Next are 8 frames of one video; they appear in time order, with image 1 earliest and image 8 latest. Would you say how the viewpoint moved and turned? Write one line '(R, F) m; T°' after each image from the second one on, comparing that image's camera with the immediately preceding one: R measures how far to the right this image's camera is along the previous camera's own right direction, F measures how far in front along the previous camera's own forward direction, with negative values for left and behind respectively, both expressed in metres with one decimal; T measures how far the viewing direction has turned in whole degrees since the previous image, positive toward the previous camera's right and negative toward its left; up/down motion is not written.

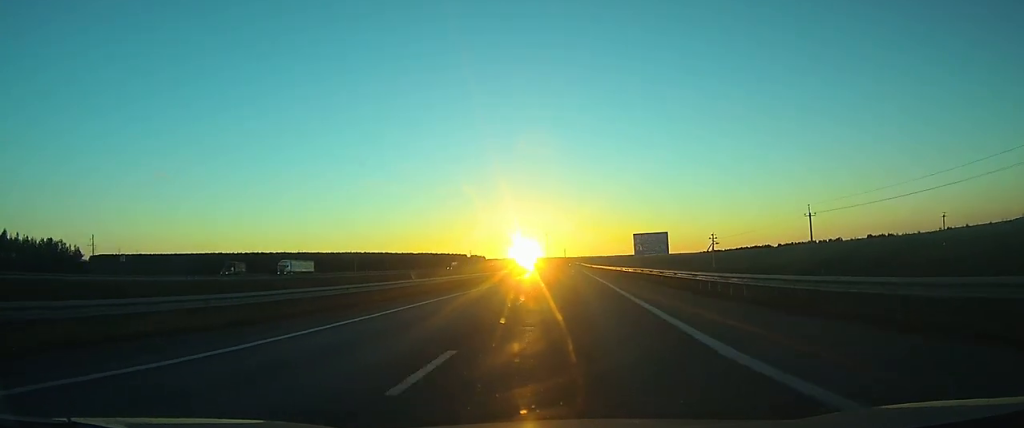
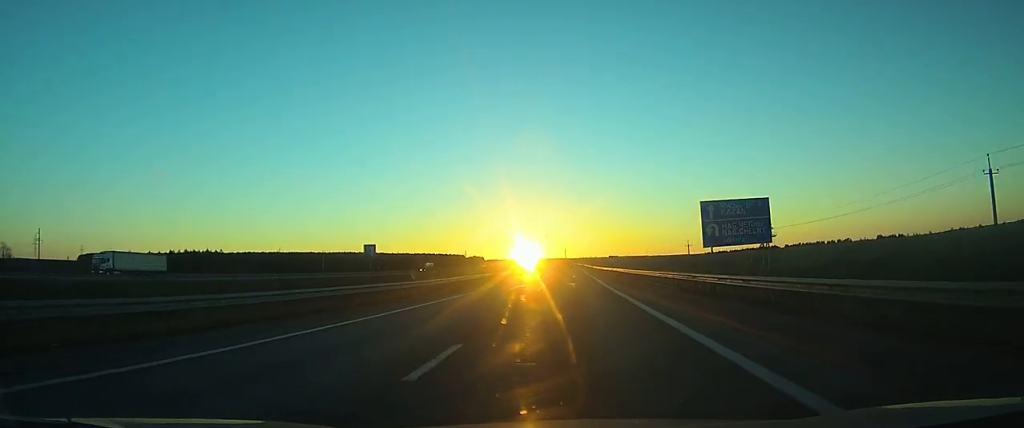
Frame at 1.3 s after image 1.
(-0.1, +36.1) m; 0°
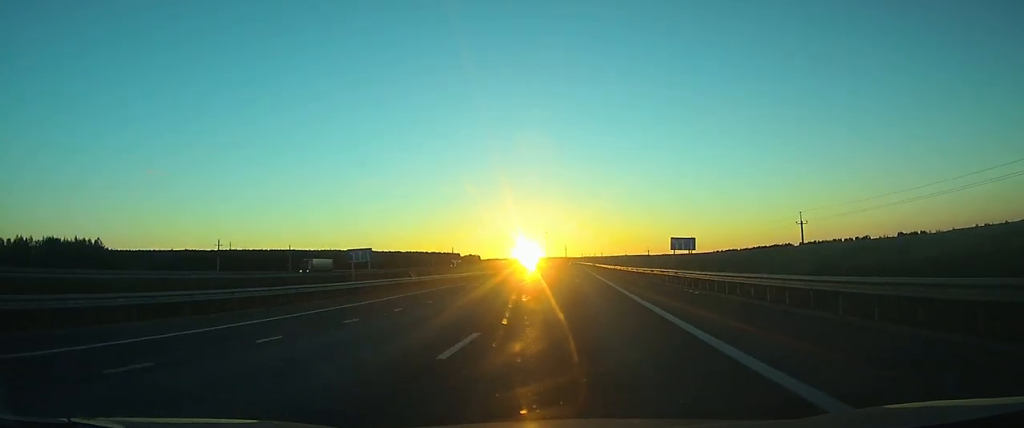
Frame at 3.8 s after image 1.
(-0.1, +71.4) m; 0°
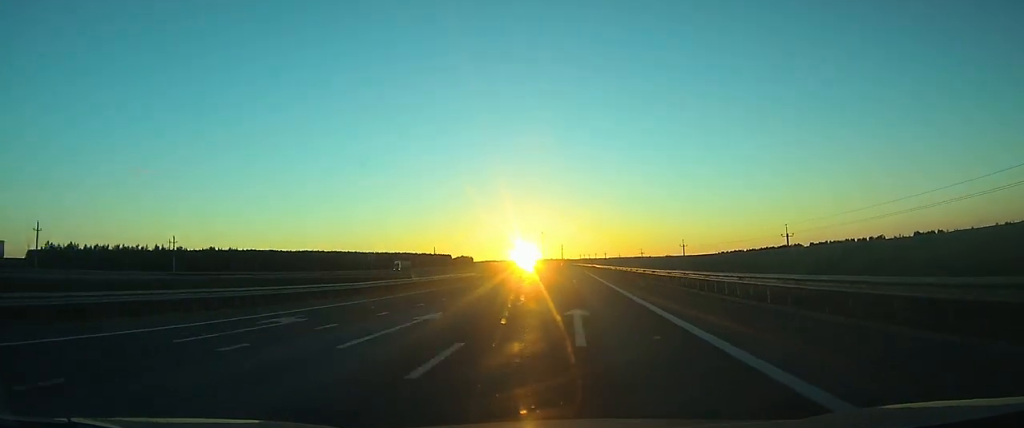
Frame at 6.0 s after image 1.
(+0.1, +60.9) m; 0°
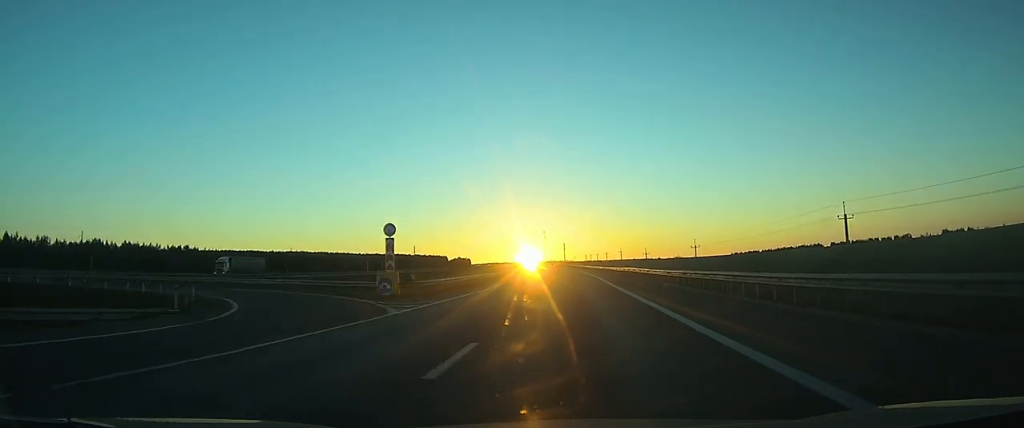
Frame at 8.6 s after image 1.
(+0.1, +70.6) m; 0°
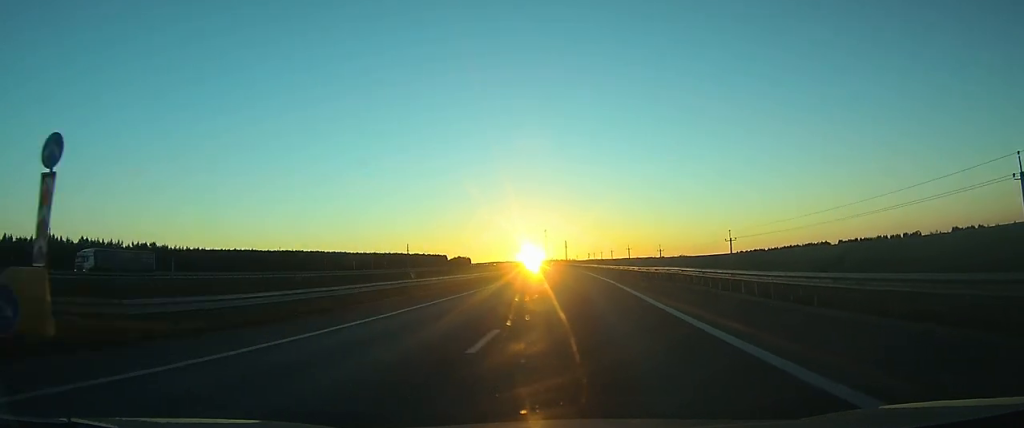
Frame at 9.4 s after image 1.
(0.0, +21.4) m; 0°
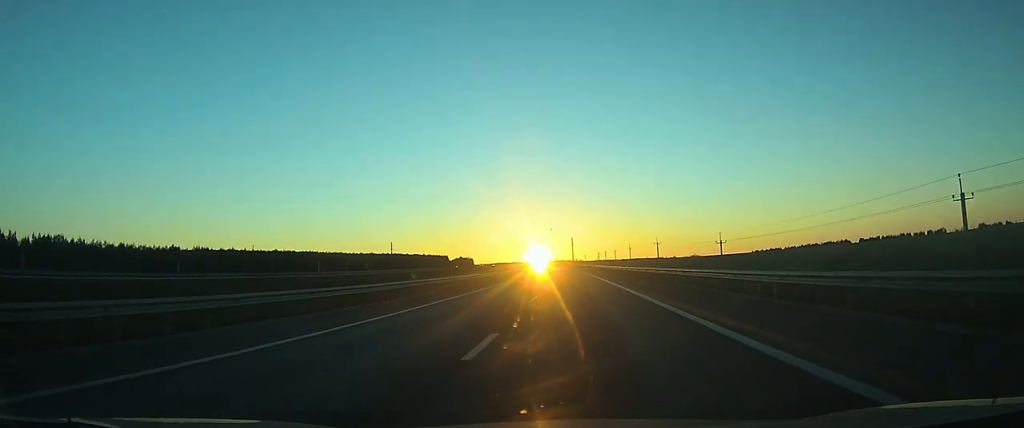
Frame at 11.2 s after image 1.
(-0.2, +47.7) m; -1°
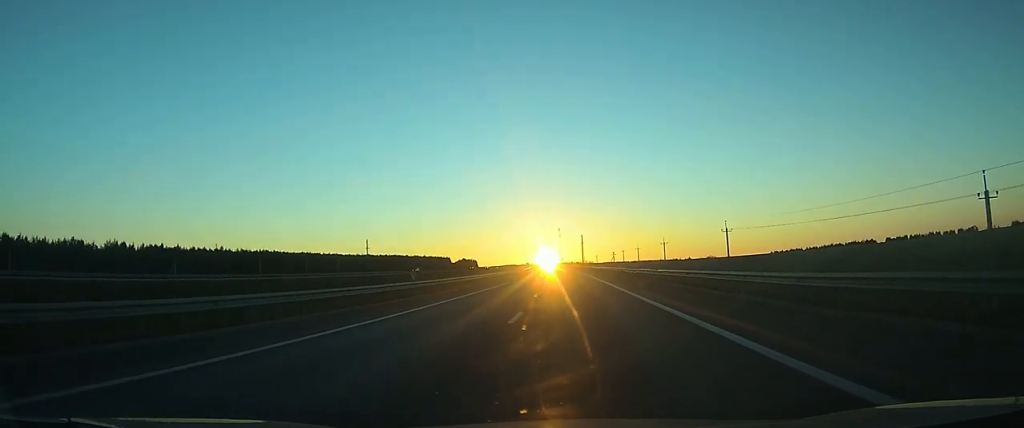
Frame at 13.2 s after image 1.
(-0.4, +52.0) m; -1°
